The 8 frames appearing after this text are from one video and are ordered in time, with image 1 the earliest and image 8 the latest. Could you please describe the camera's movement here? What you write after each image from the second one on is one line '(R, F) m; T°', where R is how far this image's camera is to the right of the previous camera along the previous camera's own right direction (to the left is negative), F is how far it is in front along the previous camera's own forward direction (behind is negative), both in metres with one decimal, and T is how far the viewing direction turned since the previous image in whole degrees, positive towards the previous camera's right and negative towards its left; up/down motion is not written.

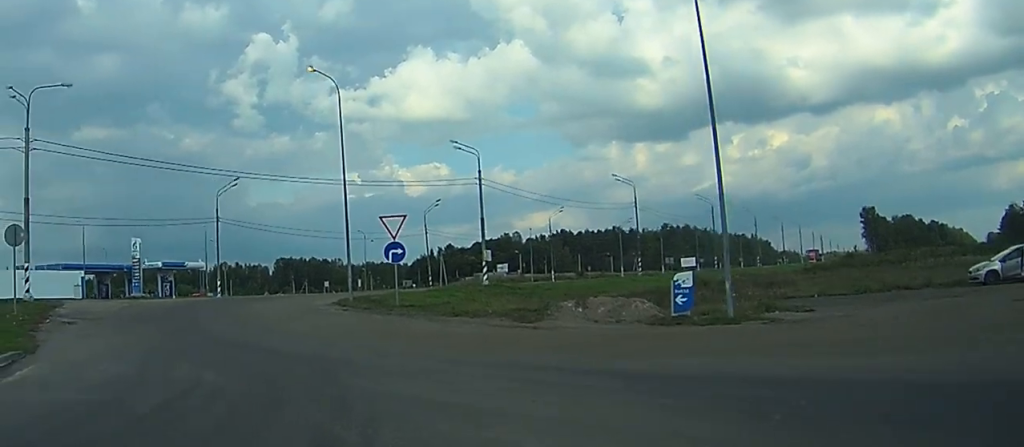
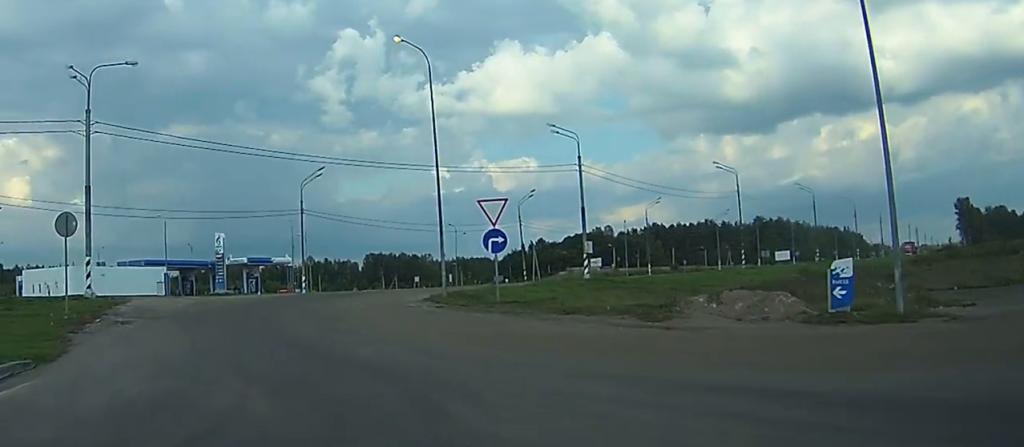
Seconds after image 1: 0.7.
(-0.1, +4.0) m; -5°
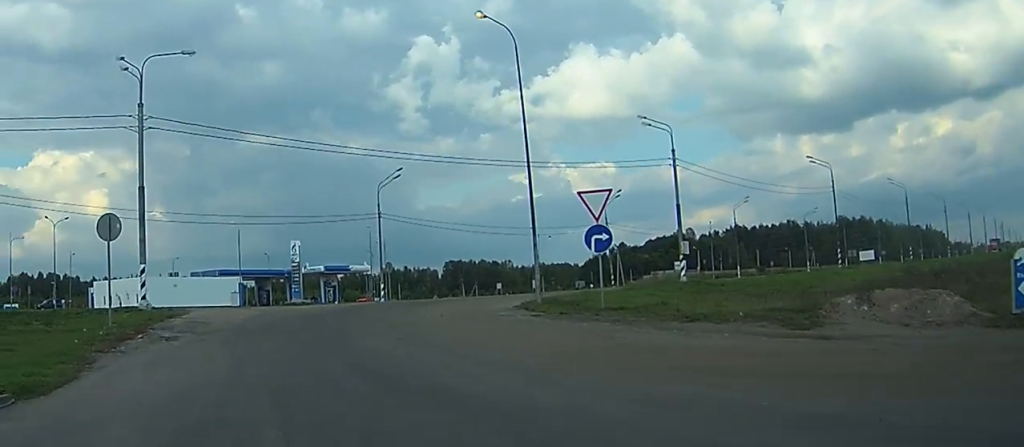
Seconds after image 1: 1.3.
(0.0, +3.9) m; -5°
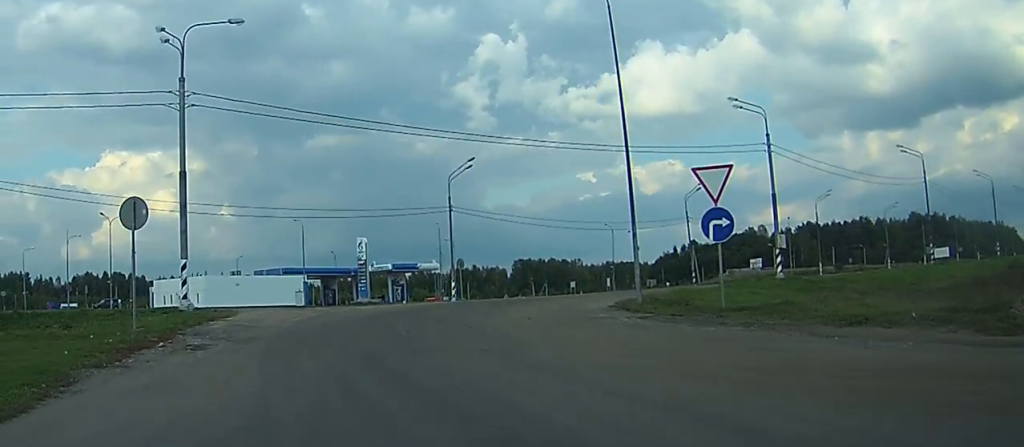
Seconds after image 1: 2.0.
(-0.4, +4.7) m; -6°
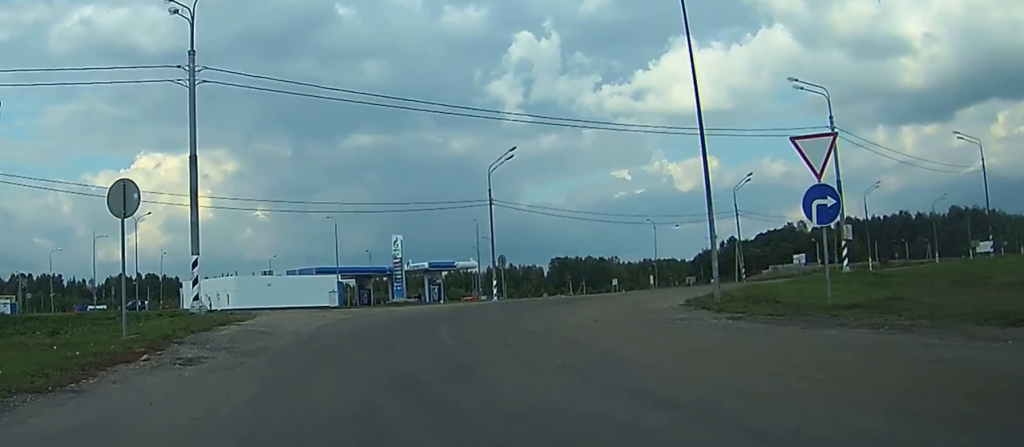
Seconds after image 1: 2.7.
(-0.2, +4.1) m; -4°
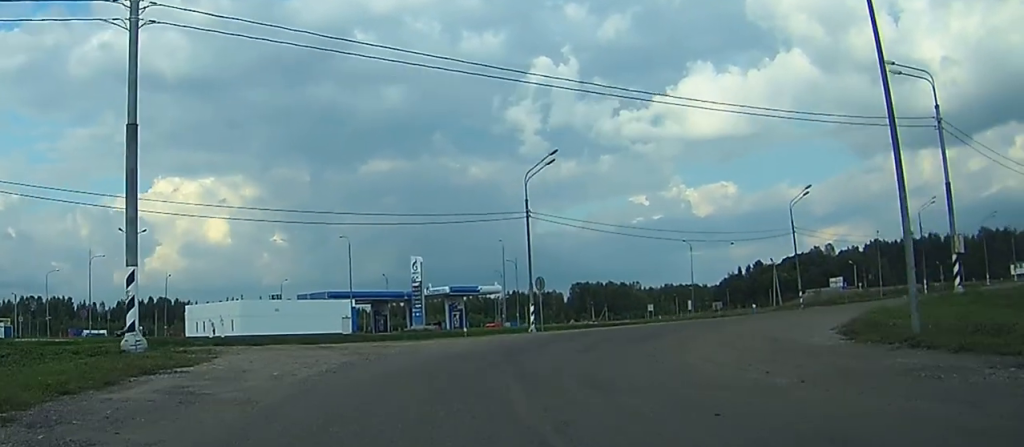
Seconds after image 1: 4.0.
(-0.4, +9.2) m; -1°
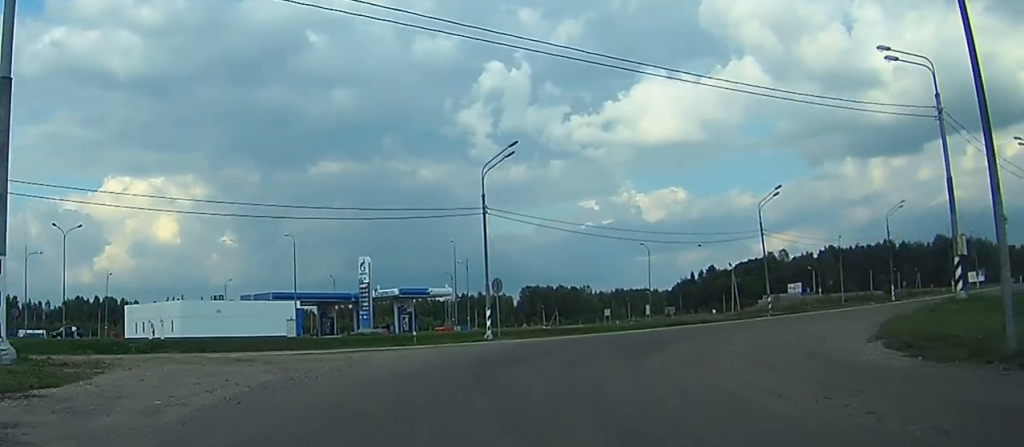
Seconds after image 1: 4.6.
(+0.1, +4.2) m; +3°
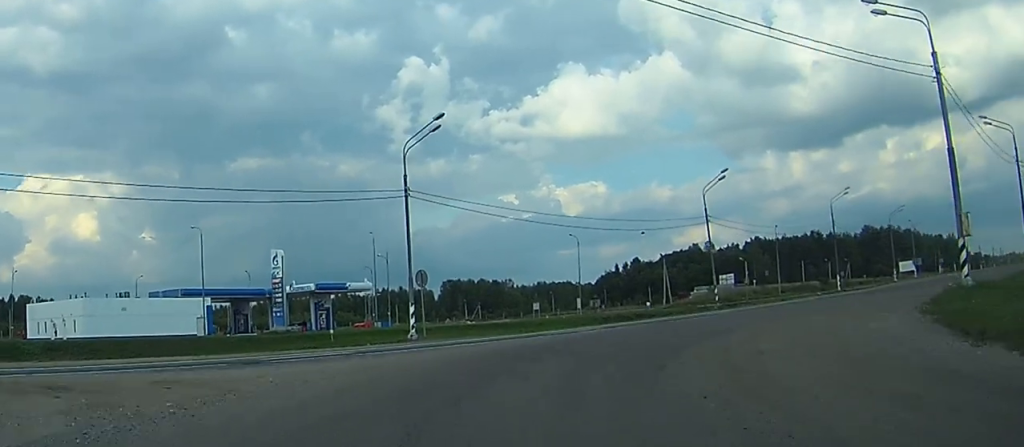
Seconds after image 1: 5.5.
(+0.3, +6.0) m; +6°
